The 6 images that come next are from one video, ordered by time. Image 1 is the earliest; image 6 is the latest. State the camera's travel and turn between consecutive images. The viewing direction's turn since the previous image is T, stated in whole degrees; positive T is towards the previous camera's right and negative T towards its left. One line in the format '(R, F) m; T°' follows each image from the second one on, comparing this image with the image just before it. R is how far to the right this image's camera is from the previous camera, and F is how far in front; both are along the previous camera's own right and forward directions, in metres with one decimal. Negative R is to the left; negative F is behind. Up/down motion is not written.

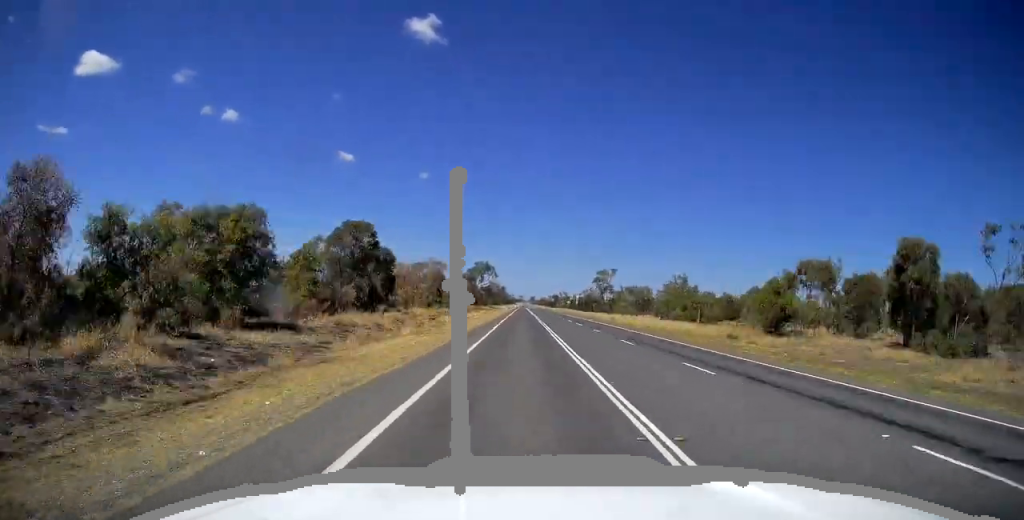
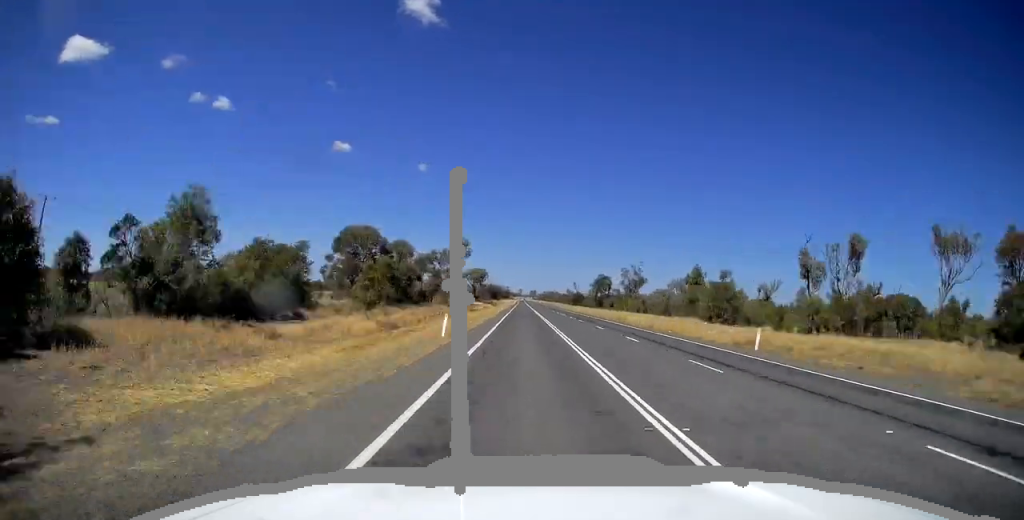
(-0.3, +269.7) m; 0°
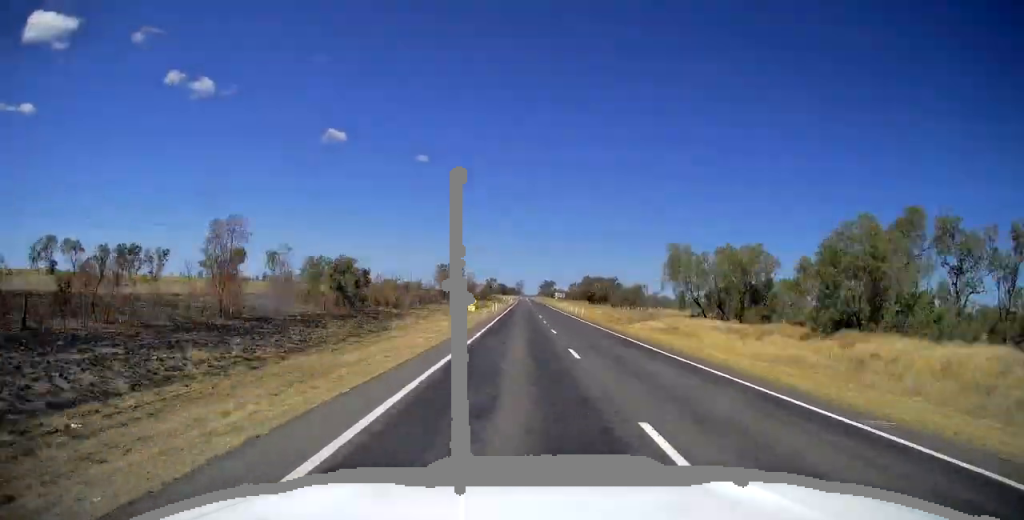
(-0.2, +700.9) m; 0°
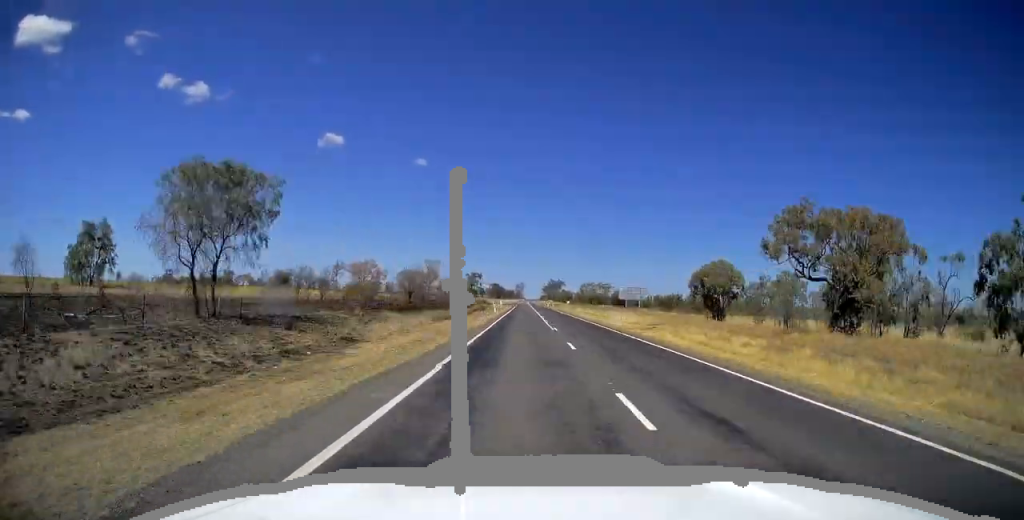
(-0.4, +116.7) m; 0°
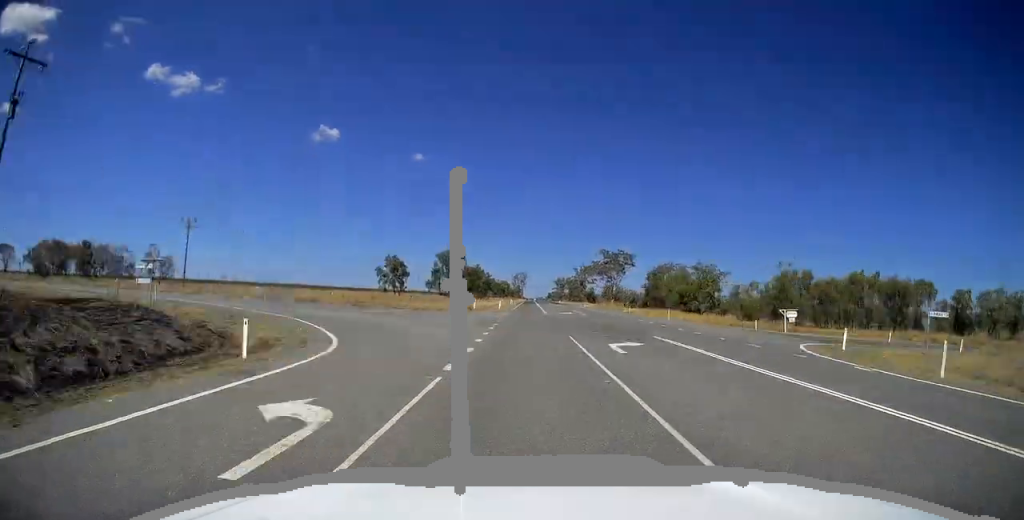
(+0.7, +260.3) m; +1°
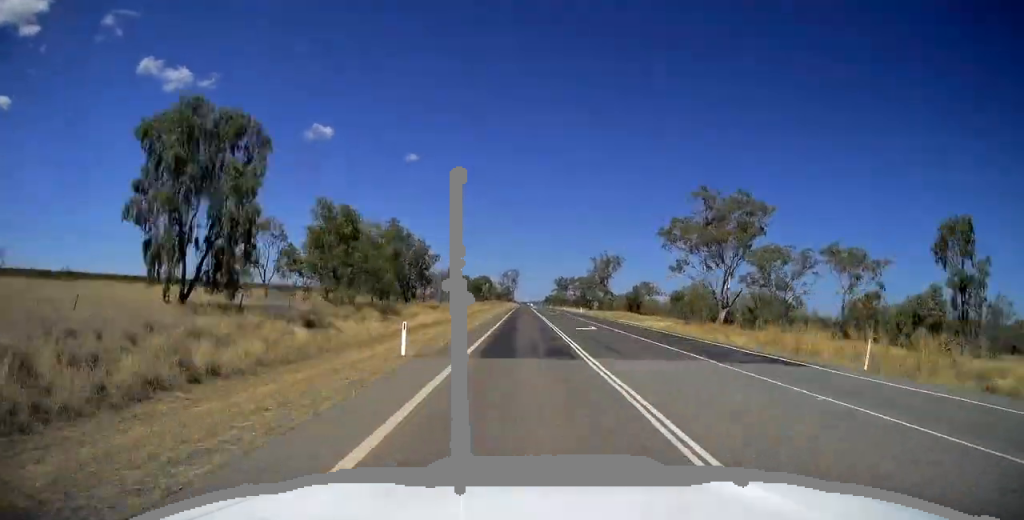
(0.0, +107.7) m; +1°
